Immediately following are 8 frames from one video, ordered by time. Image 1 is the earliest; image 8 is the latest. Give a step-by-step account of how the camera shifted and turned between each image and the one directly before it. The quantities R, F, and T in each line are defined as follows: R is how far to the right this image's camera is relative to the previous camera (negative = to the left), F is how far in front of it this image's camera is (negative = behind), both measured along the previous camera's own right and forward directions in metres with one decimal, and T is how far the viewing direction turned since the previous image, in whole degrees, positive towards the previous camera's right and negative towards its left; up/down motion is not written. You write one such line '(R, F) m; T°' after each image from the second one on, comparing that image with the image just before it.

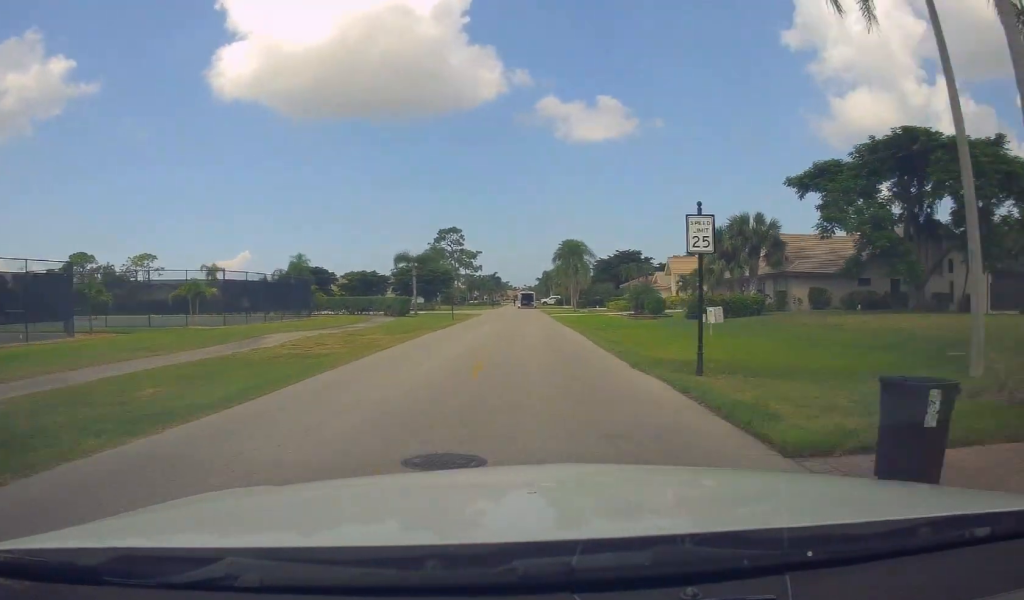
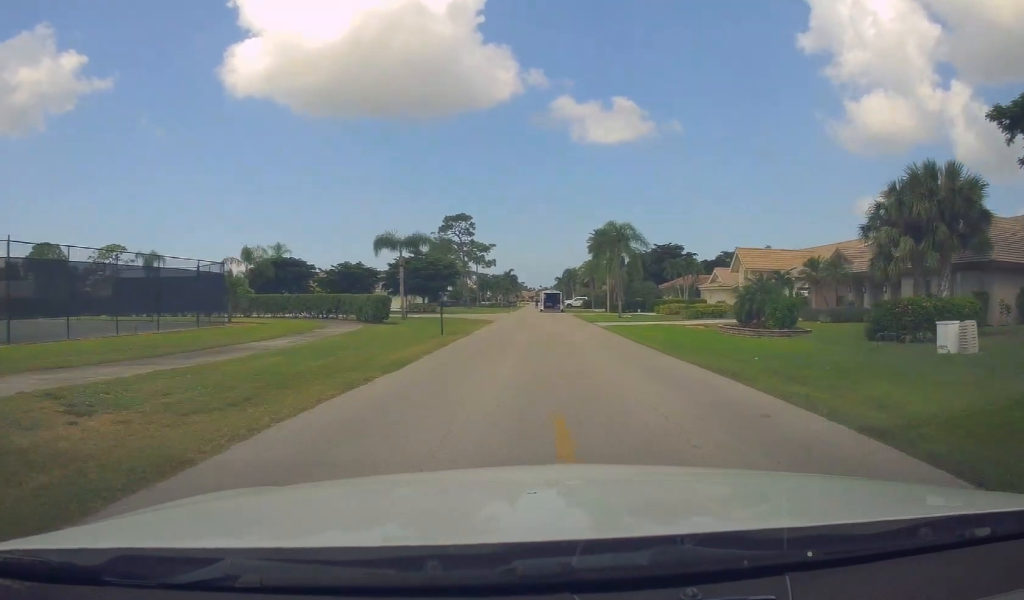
(+0.8, +19.2) m; +2°
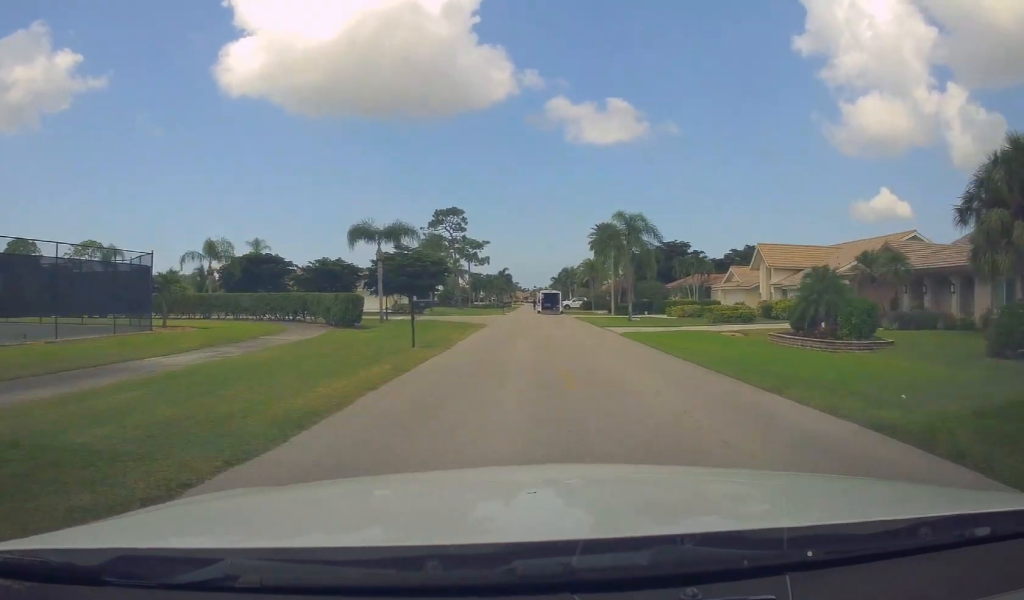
(0.0, +6.7) m; 0°
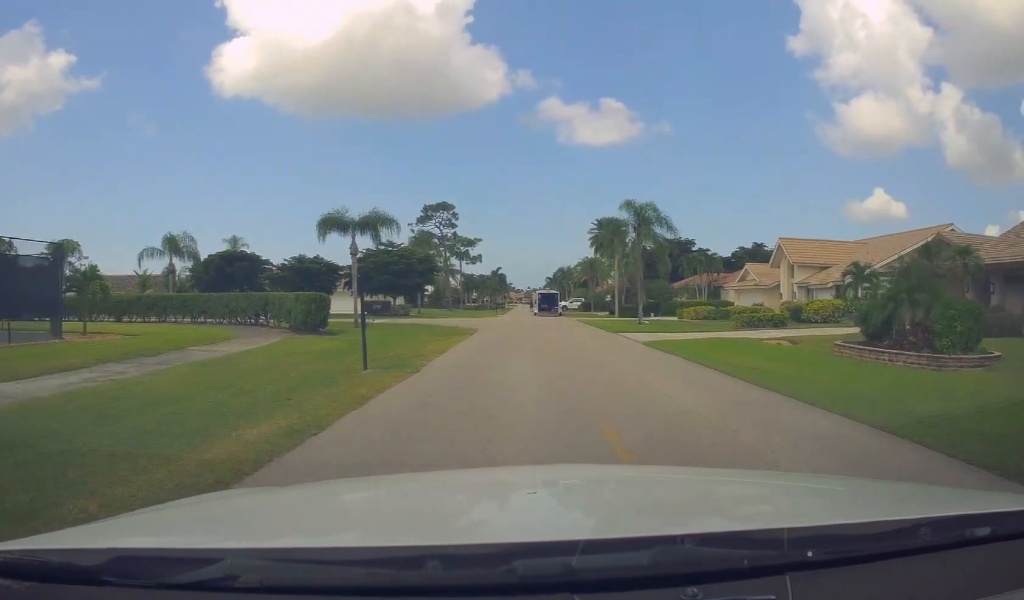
(0.0, +6.4) m; 0°
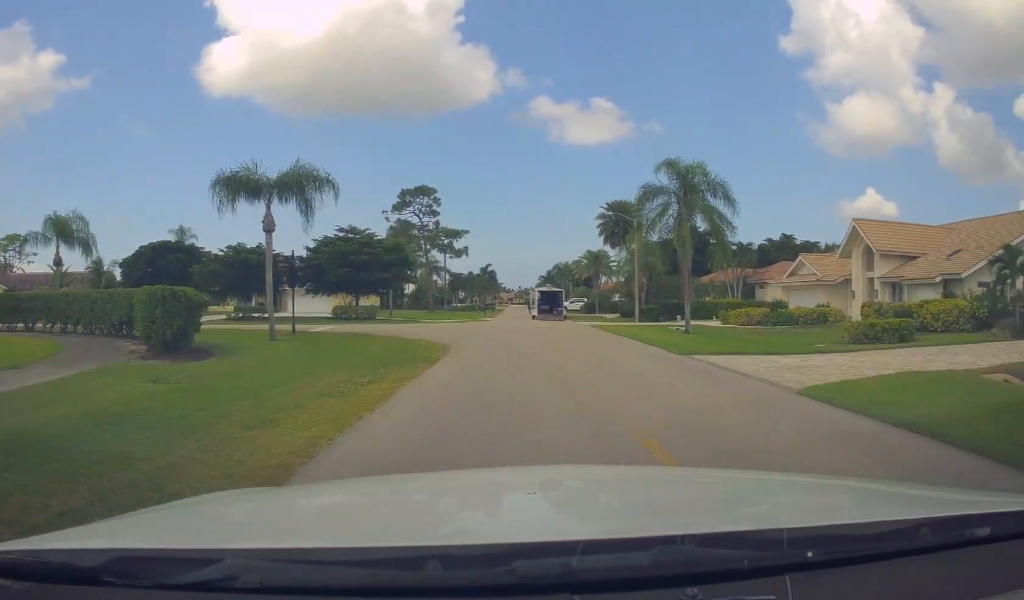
(0.0, +13.3) m; -2°
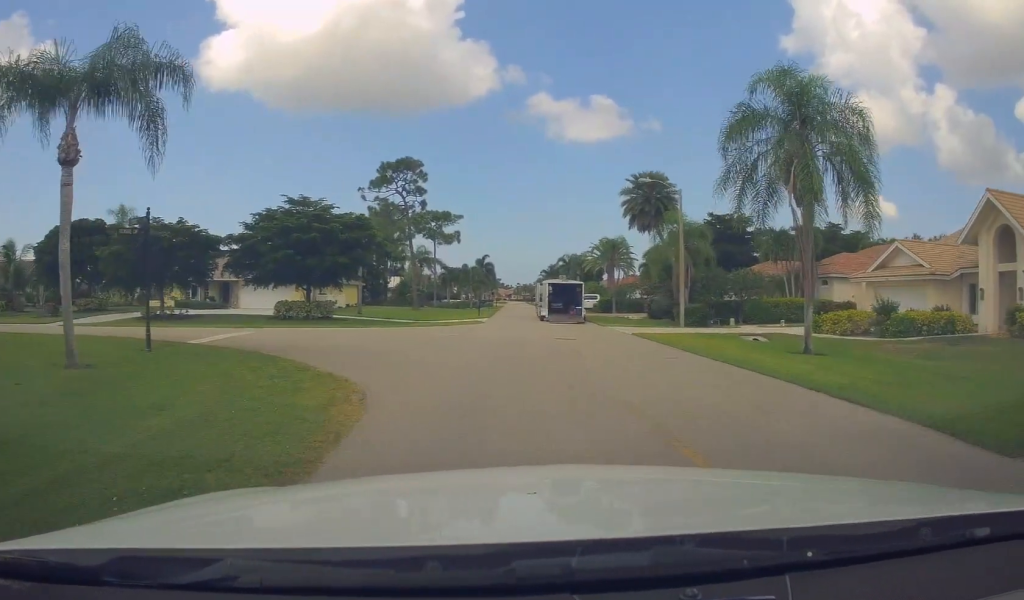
(-0.4, +13.1) m; -1°
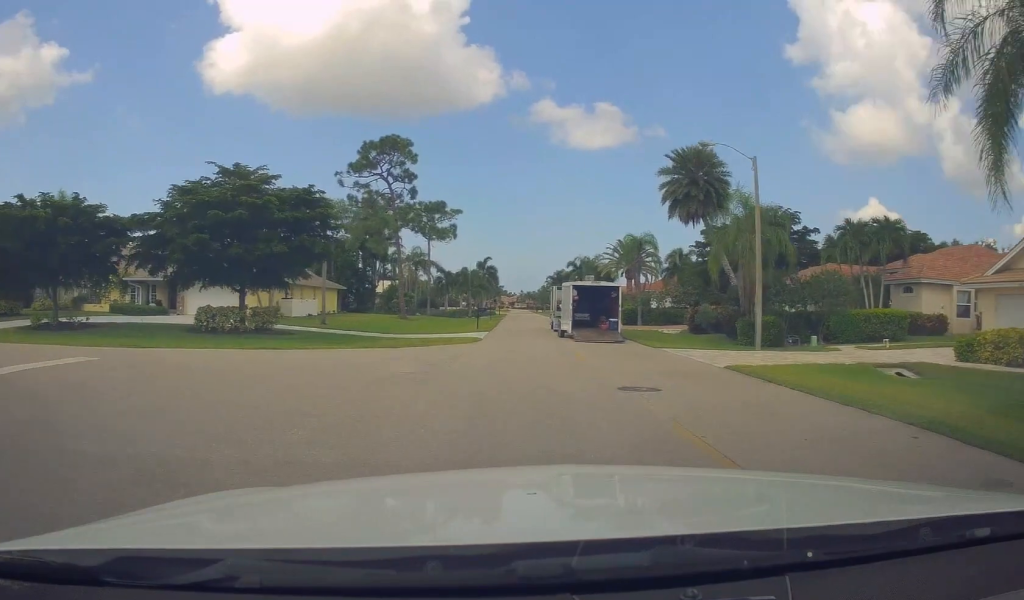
(+0.2, +11.0) m; +6°
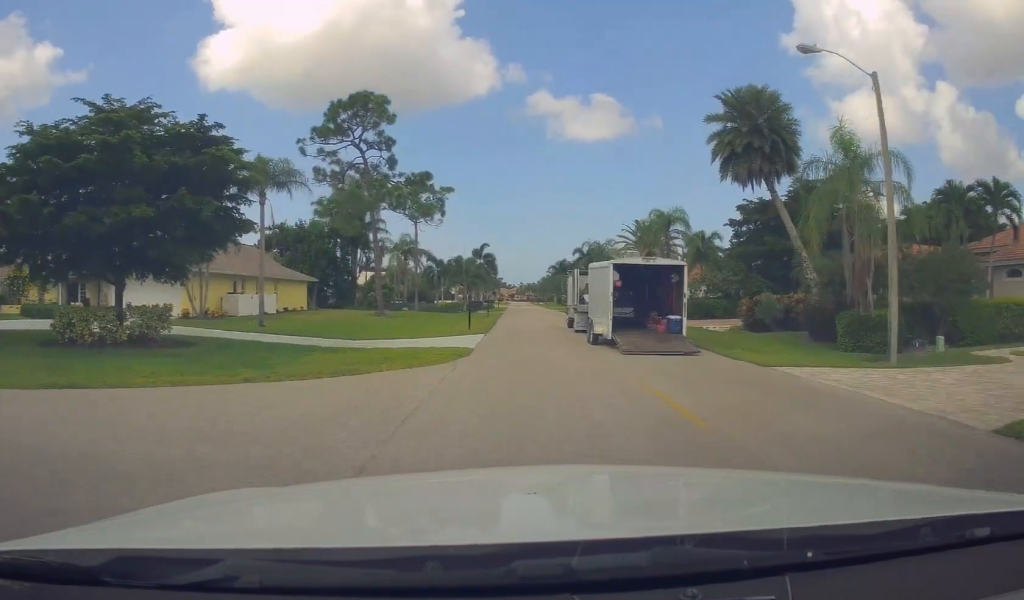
(+0.8, +9.9) m; +4°
